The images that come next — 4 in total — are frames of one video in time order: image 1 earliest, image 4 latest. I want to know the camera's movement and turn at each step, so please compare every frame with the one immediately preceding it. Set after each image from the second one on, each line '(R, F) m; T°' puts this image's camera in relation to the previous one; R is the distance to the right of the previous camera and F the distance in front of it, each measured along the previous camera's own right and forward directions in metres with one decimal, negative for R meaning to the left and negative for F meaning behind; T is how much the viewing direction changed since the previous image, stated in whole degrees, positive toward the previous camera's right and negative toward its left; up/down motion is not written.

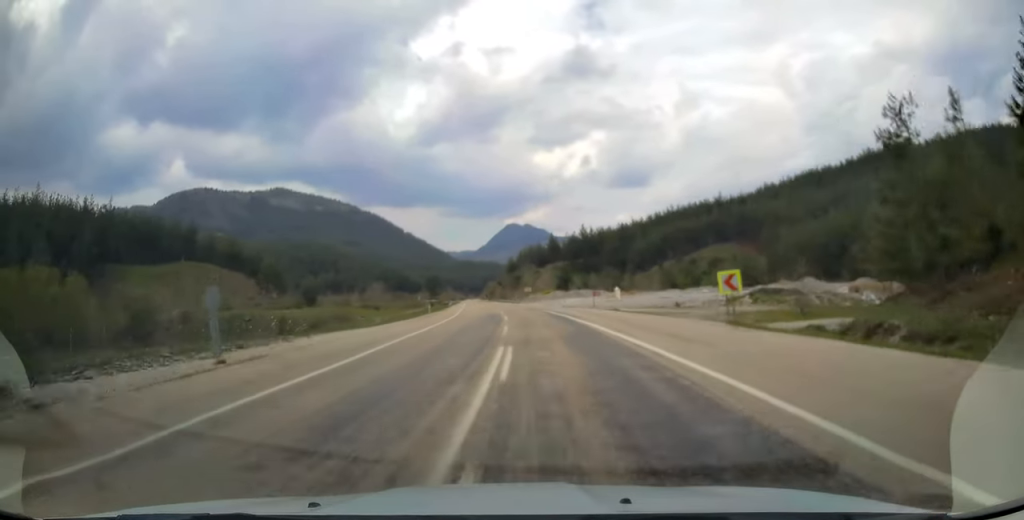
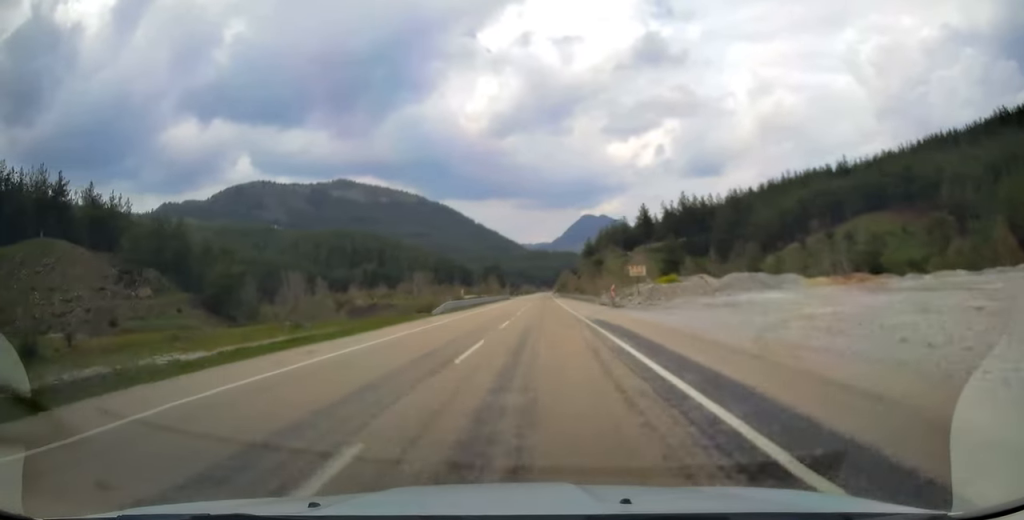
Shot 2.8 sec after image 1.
(-5.3, +78.4) m; -7°
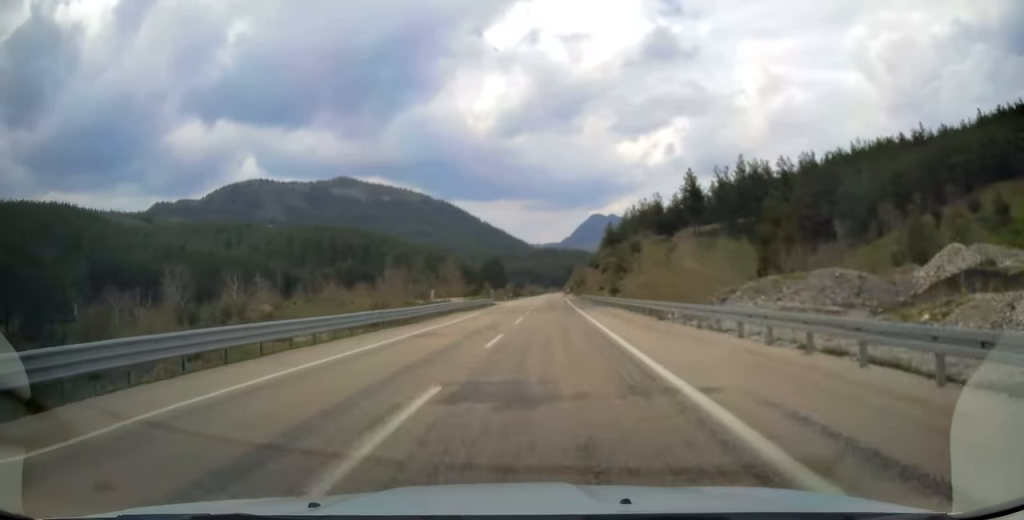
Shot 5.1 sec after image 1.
(-0.7, +65.3) m; -1°
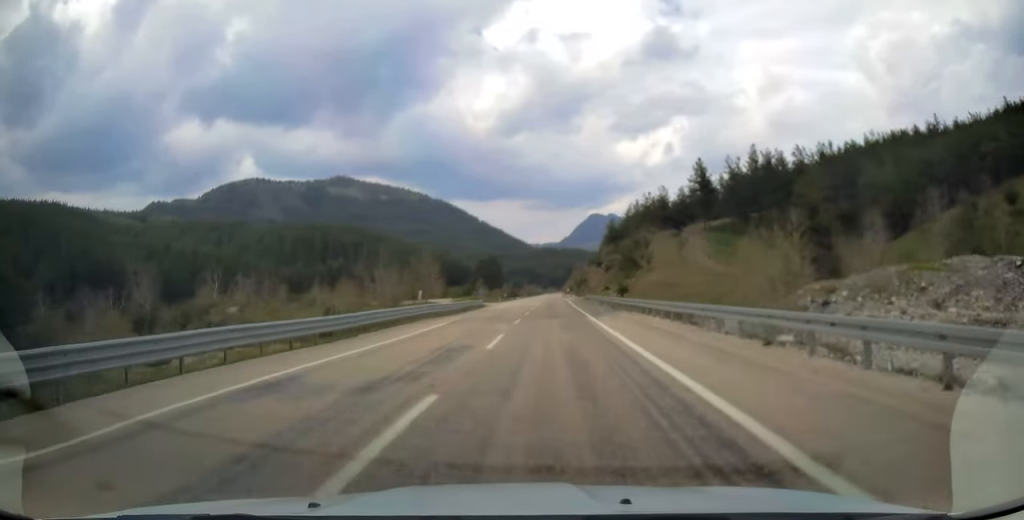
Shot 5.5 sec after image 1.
(0.0, +12.3) m; 0°
